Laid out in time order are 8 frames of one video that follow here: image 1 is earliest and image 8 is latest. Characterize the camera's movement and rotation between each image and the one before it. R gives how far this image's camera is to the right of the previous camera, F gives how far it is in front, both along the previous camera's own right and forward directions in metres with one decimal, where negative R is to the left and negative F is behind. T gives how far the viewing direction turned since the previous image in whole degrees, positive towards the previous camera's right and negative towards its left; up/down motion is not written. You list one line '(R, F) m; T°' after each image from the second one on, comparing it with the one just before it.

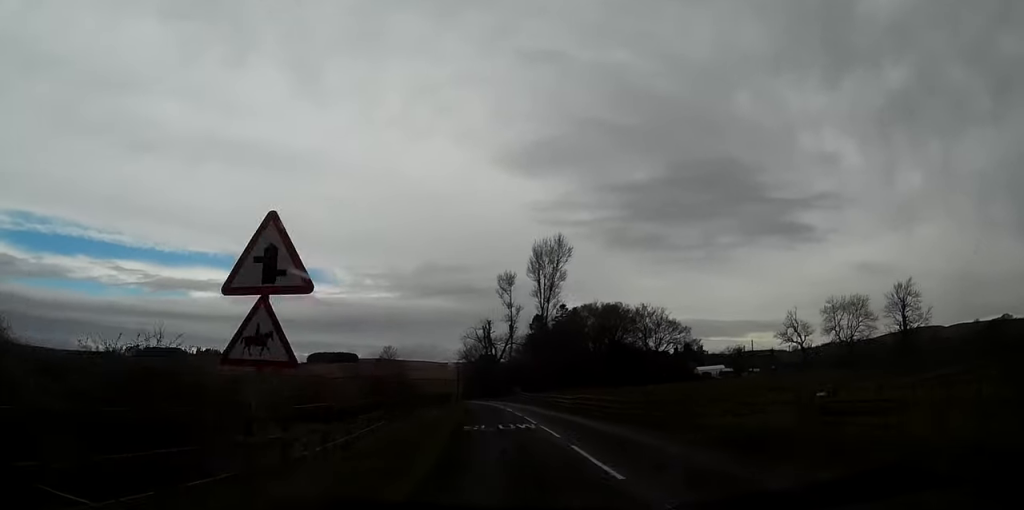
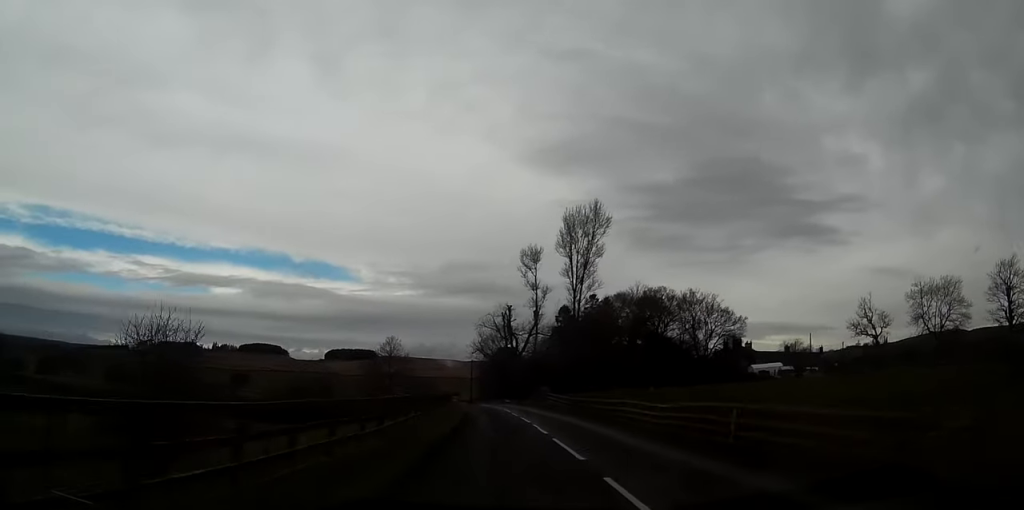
(-0.3, +23.3) m; -2°
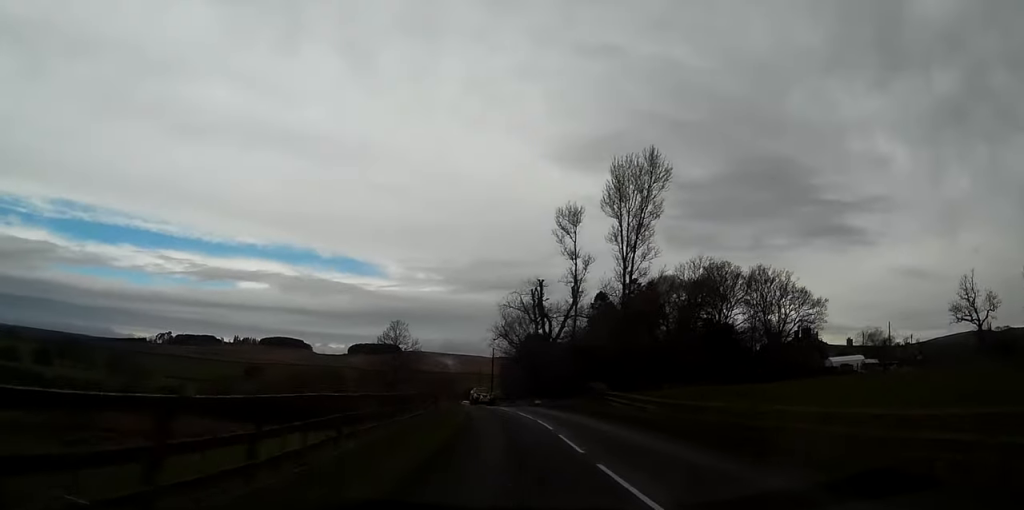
(-0.5, +23.9) m; -2°
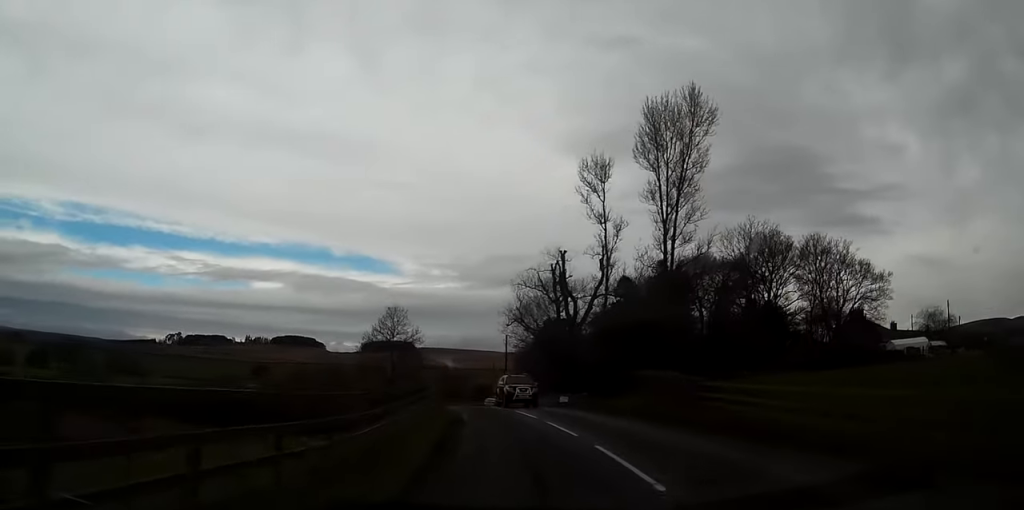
(-0.2, +15.6) m; -1°
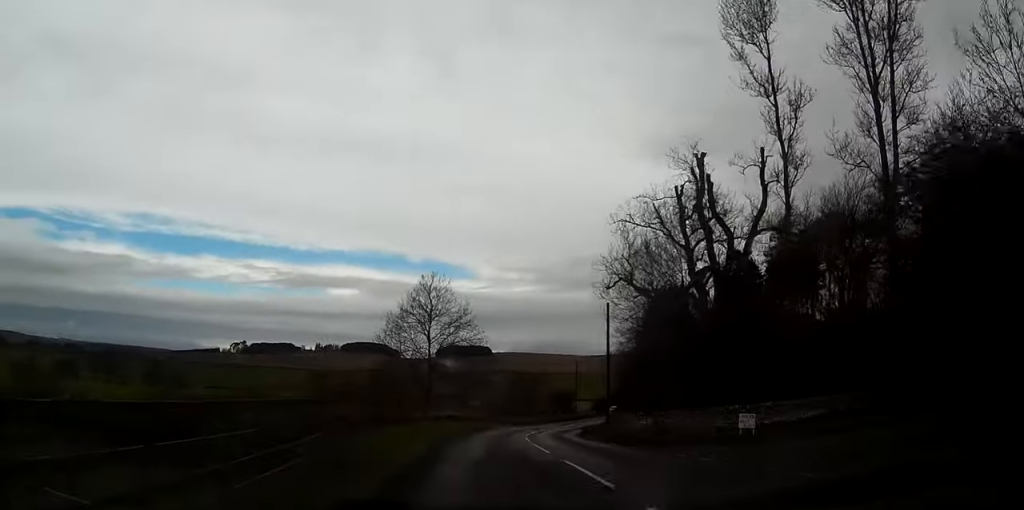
(-1.1, +32.4) m; -4°
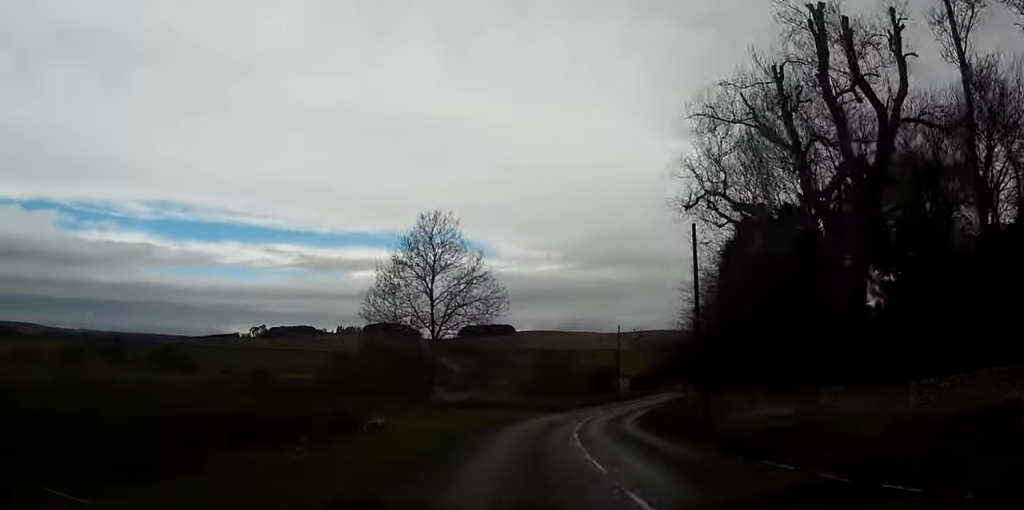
(-0.3, +16.2) m; -1°
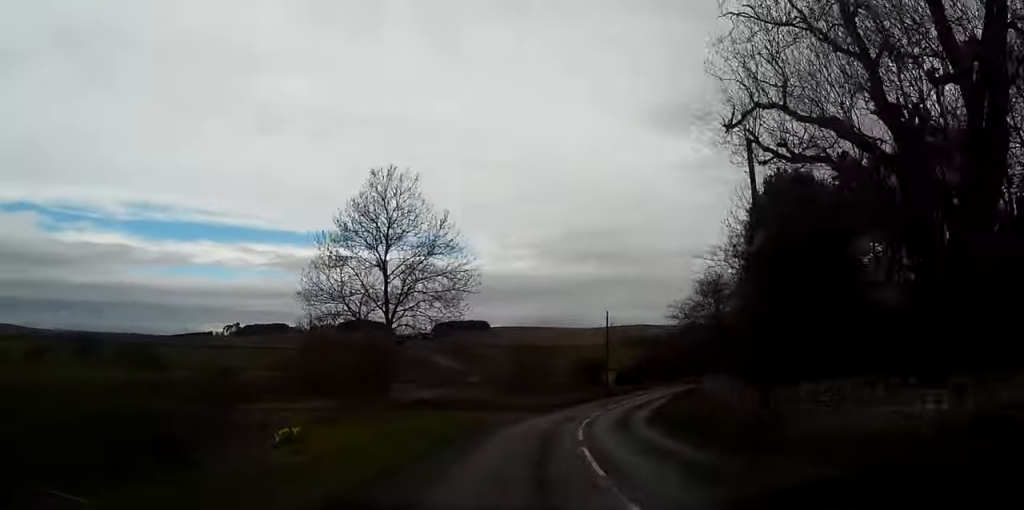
(-0.2, +9.7) m; +1°
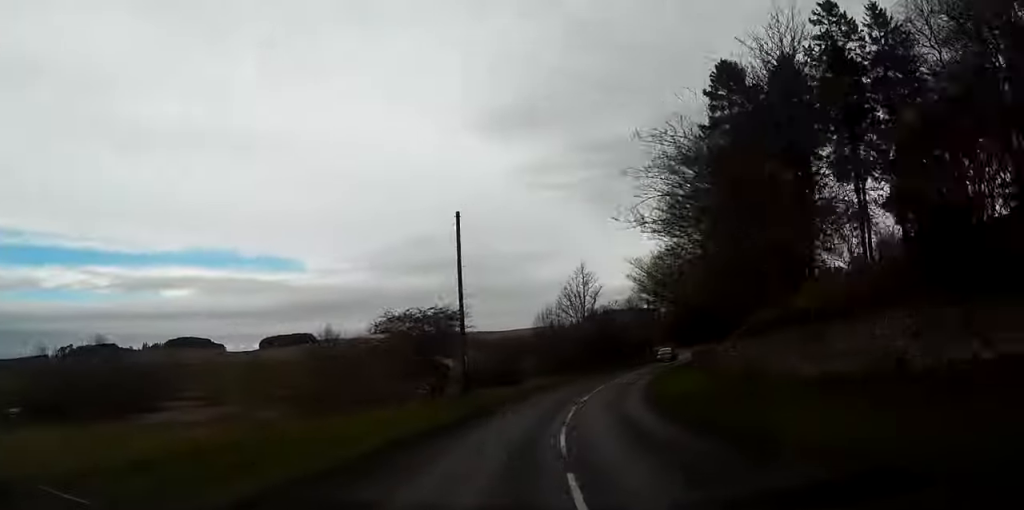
(+3.5, +41.9) m; +12°
